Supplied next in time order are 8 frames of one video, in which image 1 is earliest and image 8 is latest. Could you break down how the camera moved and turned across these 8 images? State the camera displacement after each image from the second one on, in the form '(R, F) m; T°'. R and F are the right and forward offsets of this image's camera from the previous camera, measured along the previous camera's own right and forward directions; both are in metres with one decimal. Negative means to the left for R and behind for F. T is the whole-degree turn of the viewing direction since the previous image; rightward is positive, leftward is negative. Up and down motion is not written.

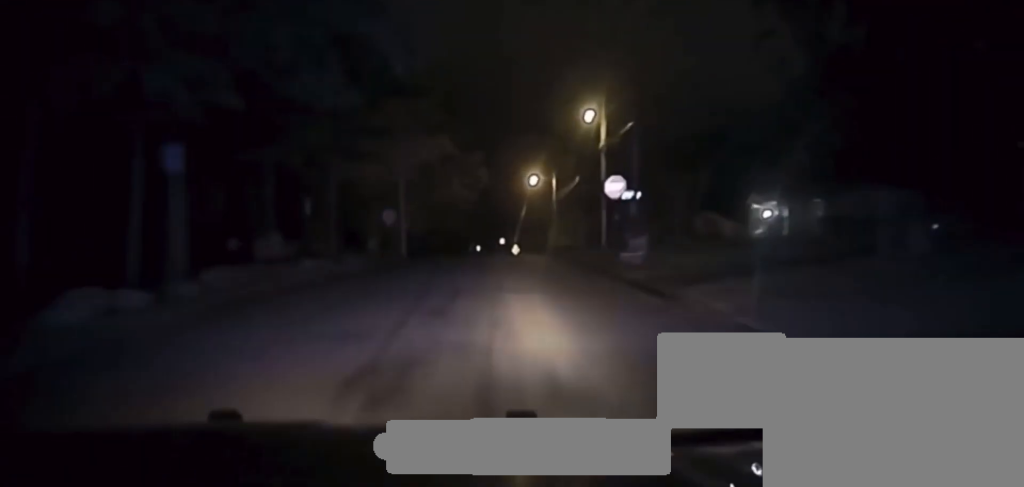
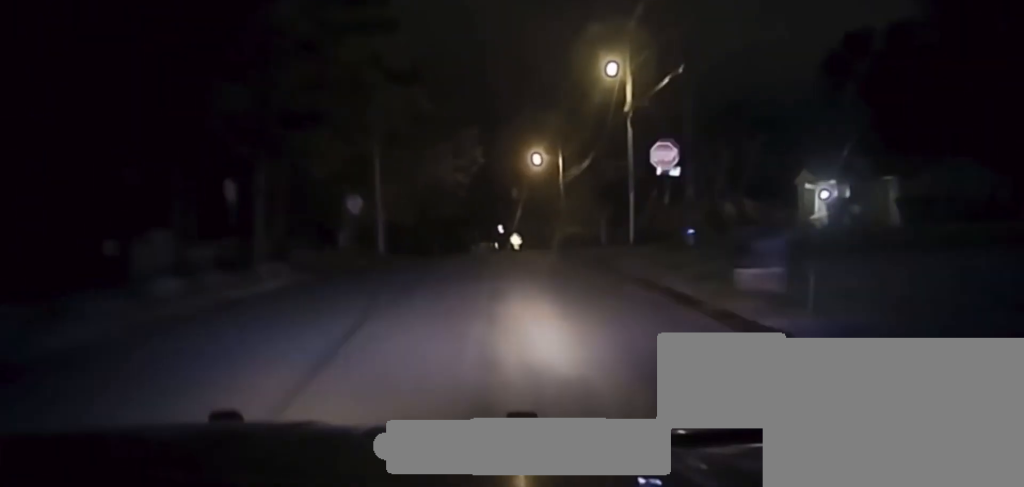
(+0.1, +12.6) m; 0°
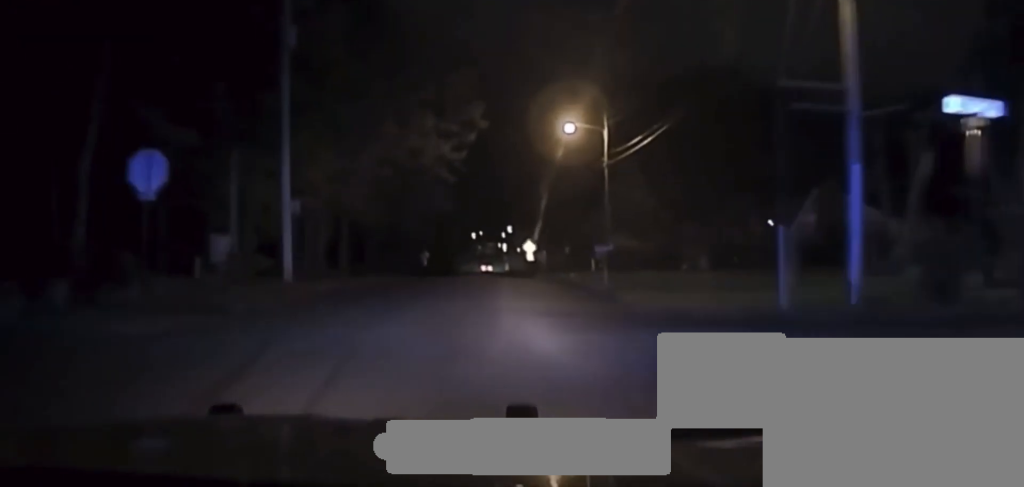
(-0.4, +26.9) m; -2°
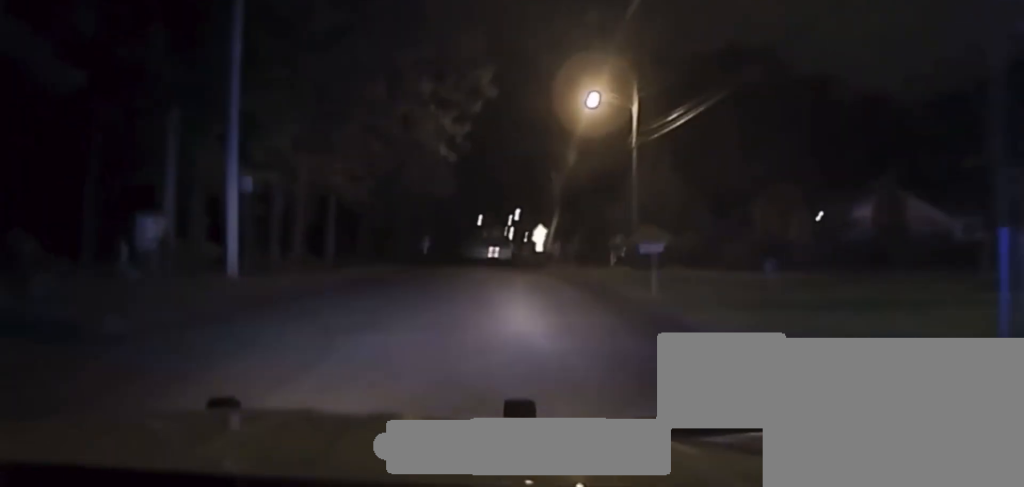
(-0.2, +8.2) m; 0°
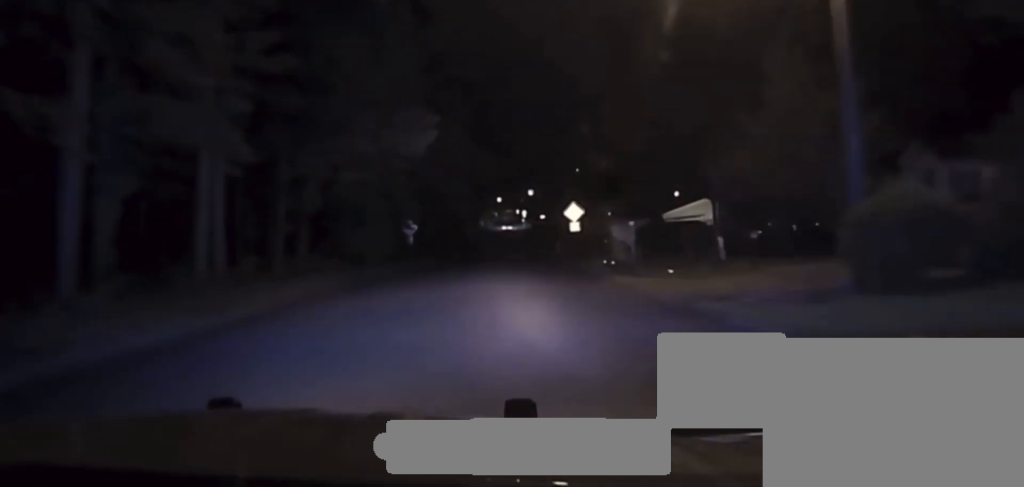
(+0.4, +25.4) m; +1°
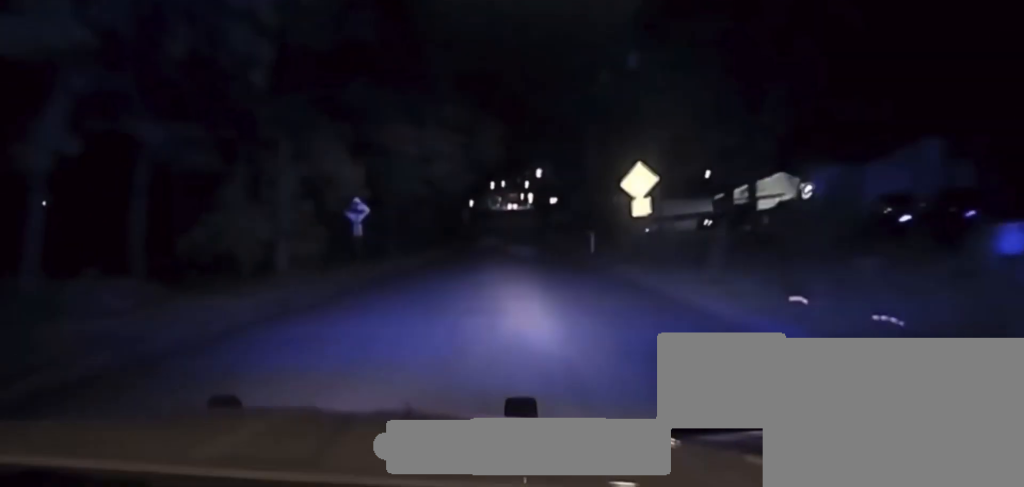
(-0.1, +23.4) m; 0°
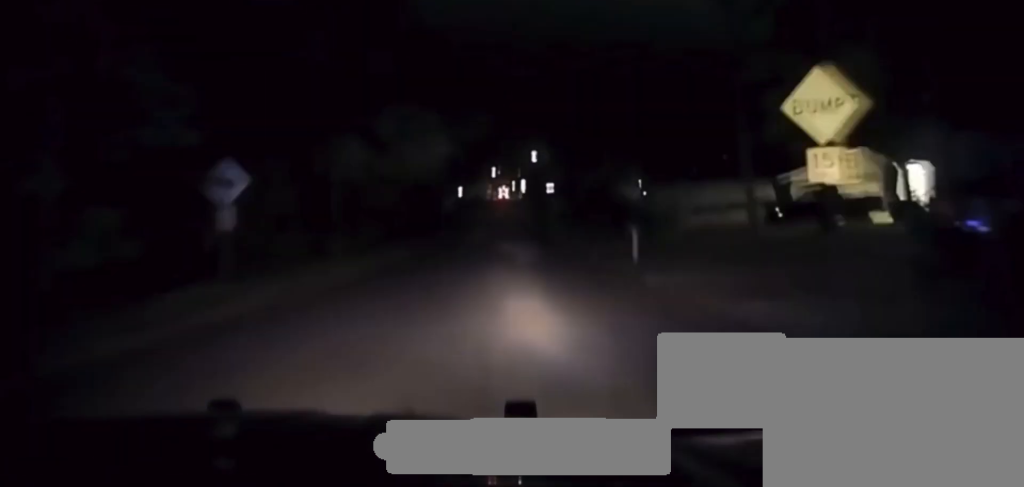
(0.0, +16.7) m; 0°
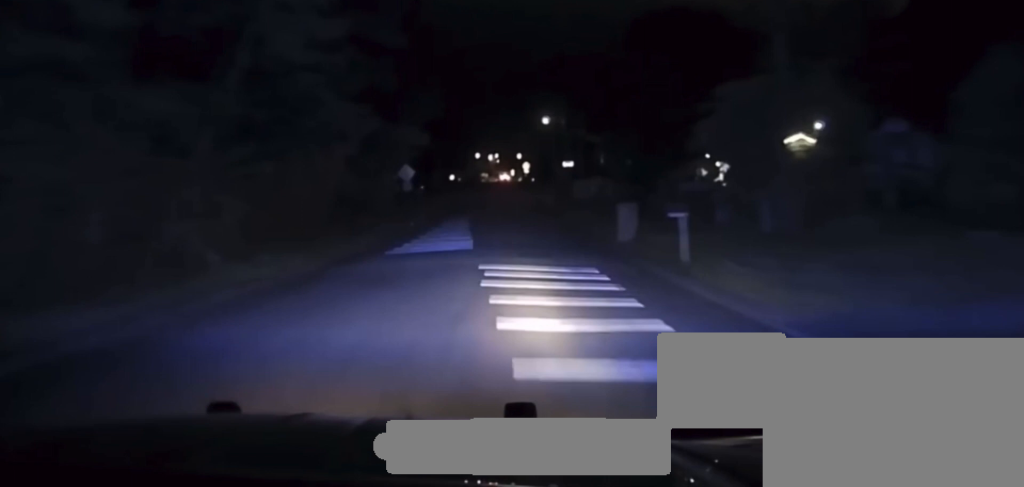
(0.0, +39.8) m; 0°
